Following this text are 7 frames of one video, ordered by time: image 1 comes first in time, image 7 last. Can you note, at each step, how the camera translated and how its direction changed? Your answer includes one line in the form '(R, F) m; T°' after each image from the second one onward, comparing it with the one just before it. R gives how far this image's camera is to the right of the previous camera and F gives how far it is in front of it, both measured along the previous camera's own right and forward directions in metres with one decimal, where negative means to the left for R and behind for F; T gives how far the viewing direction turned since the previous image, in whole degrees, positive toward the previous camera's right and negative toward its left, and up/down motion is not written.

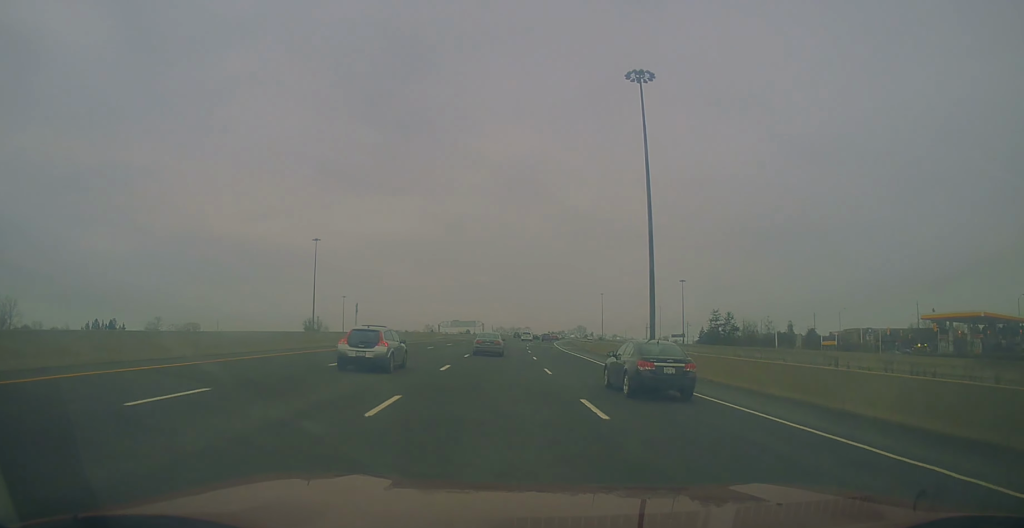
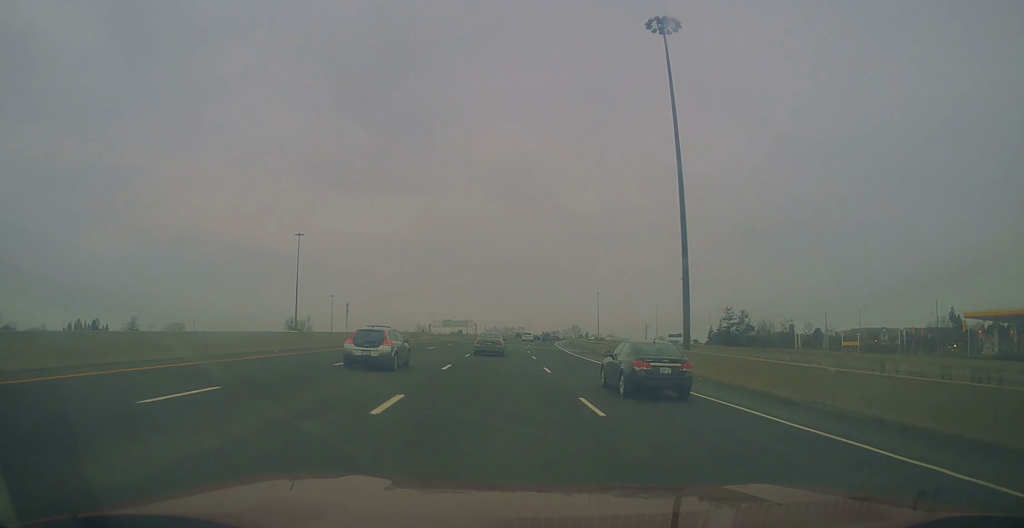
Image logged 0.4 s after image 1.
(0.0, +11.6) m; 0°
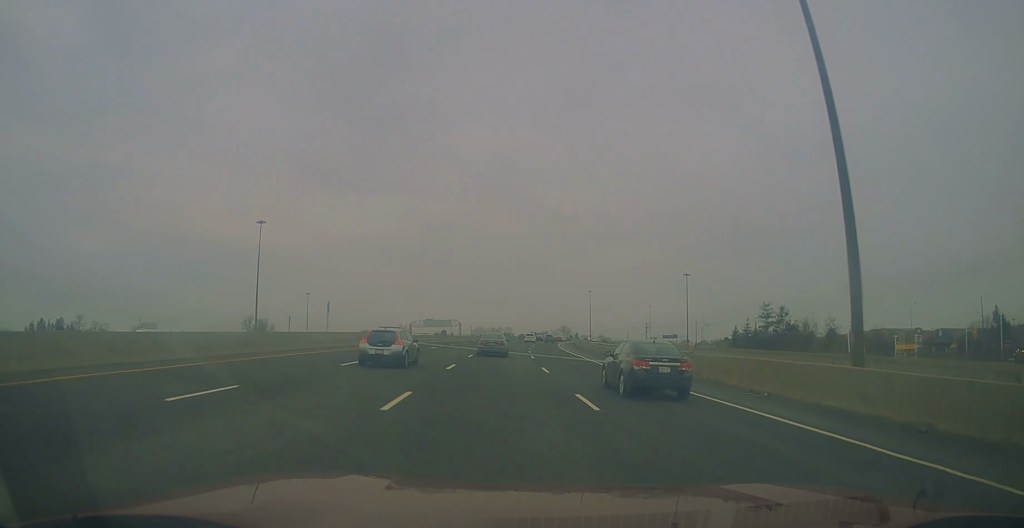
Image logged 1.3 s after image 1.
(0.0, +23.2) m; 0°
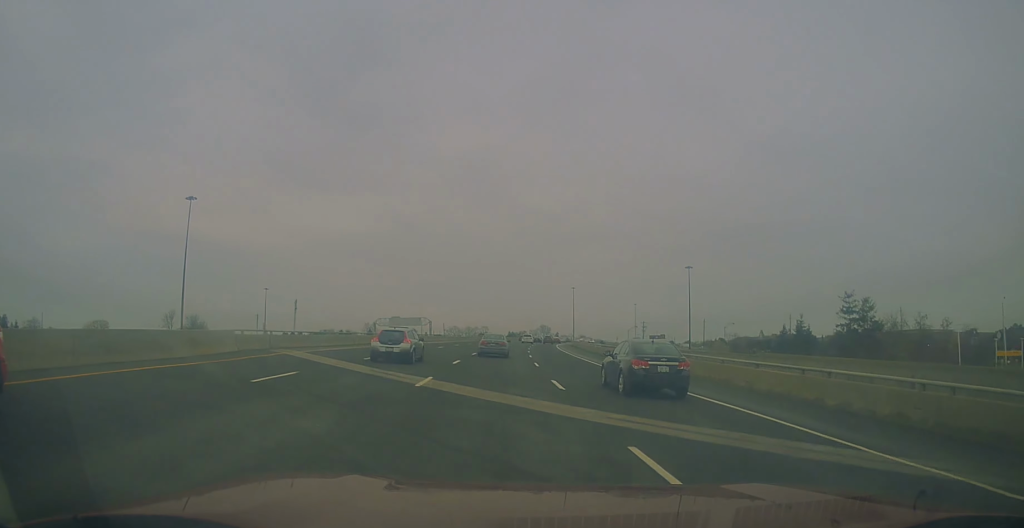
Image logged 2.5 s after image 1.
(+0.3, +31.6) m; +2°
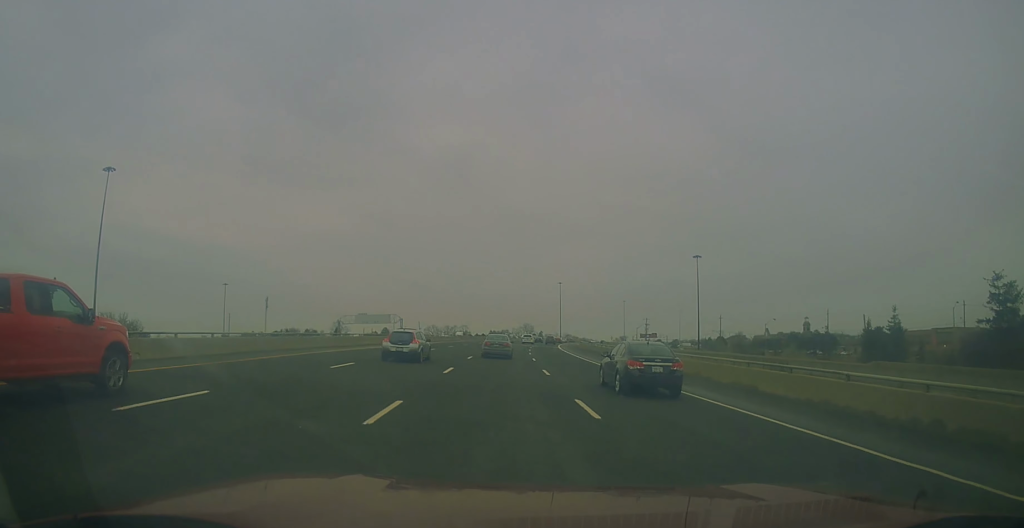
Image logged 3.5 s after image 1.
(+0.8, +29.2) m; +3°
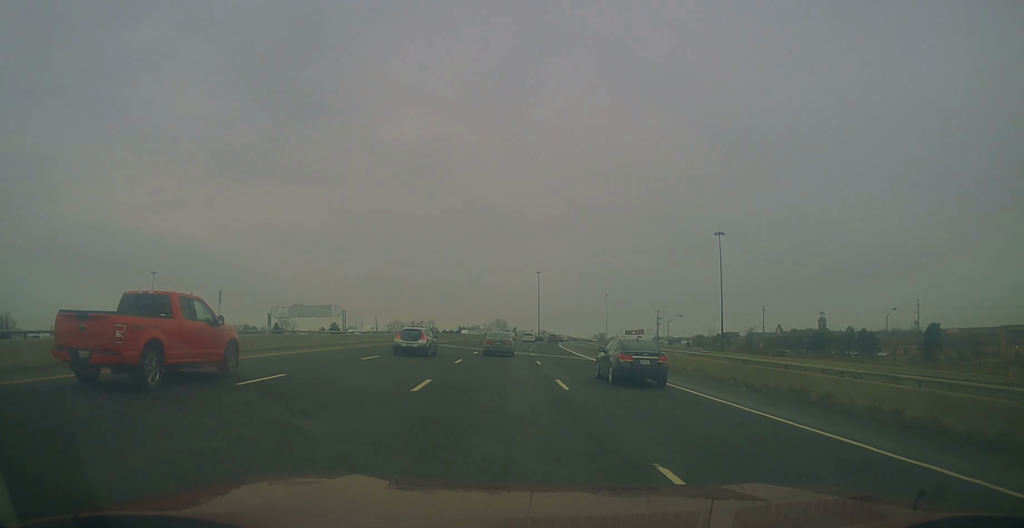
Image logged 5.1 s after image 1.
(+1.4, +43.2) m; +3°
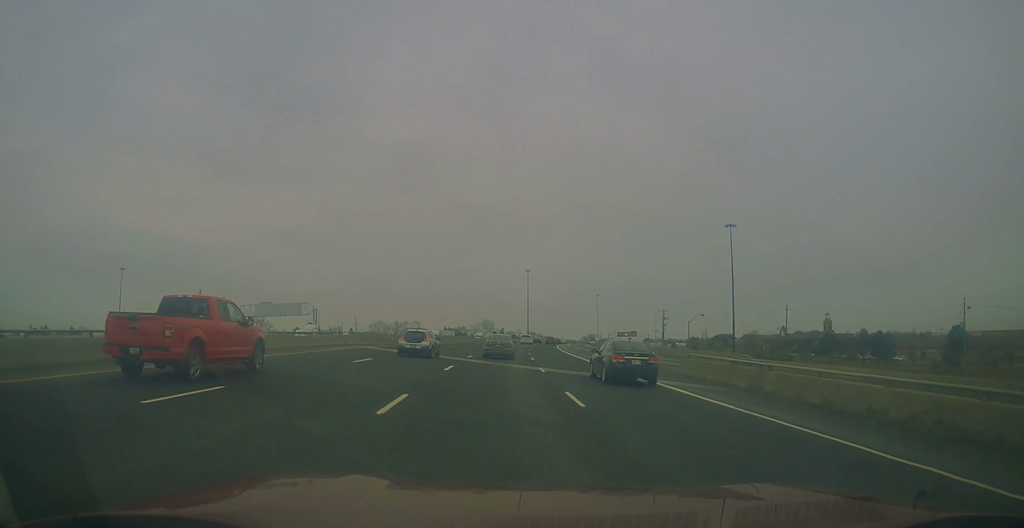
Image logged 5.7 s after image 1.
(0.0, +15.7) m; +1°
